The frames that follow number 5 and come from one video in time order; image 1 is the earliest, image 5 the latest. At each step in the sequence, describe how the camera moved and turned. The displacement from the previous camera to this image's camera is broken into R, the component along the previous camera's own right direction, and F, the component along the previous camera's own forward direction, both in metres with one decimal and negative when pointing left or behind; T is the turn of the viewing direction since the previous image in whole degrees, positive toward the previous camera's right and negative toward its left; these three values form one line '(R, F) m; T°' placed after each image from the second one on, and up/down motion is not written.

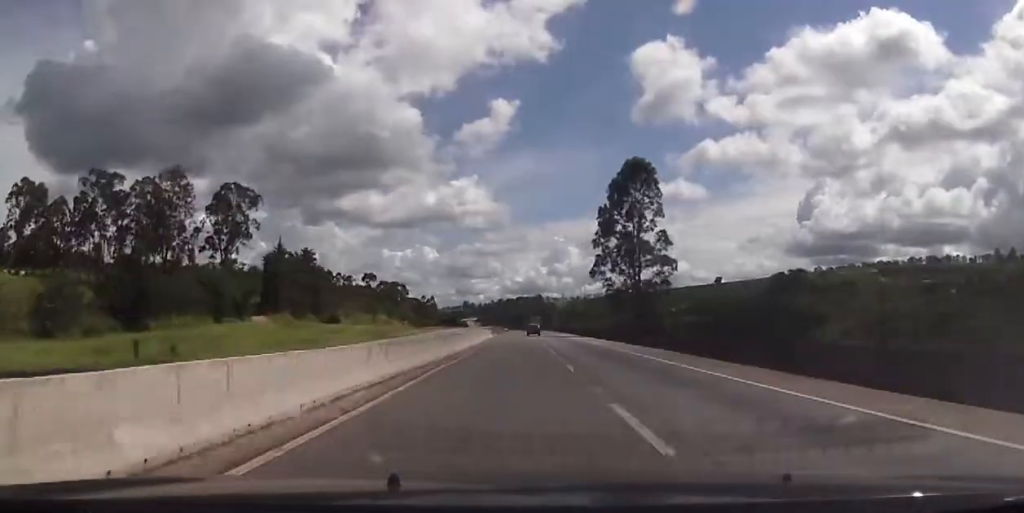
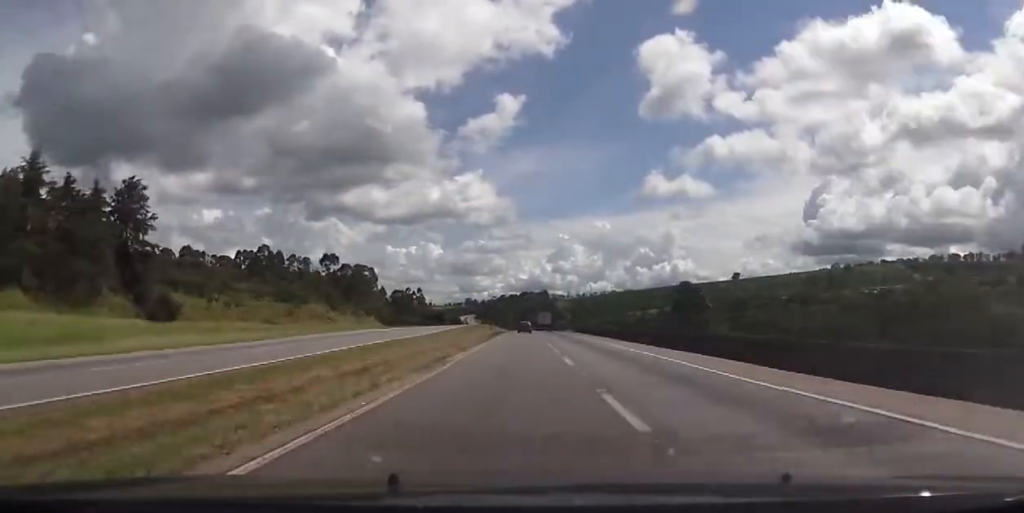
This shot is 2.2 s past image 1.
(-0.1, +84.9) m; 0°
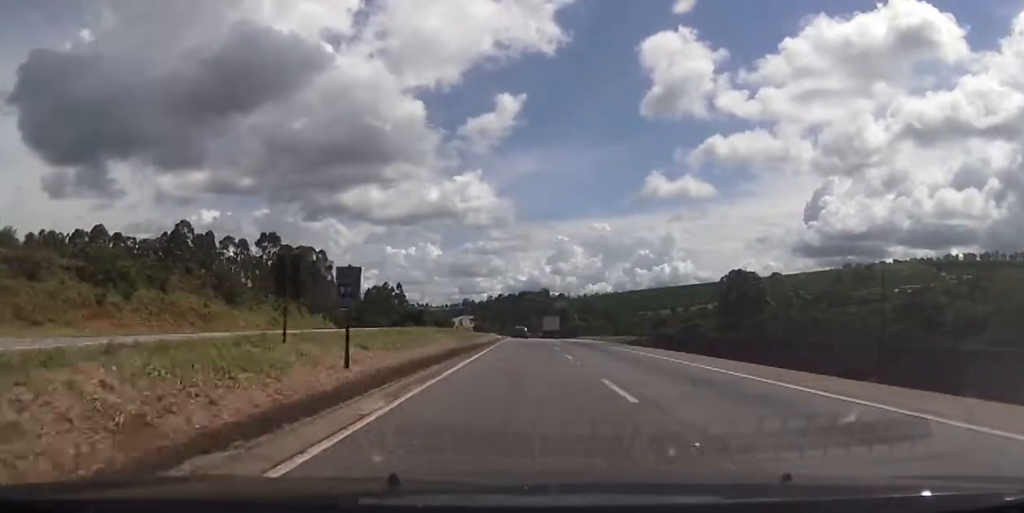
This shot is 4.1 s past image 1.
(-0.8, +70.4) m; -1°
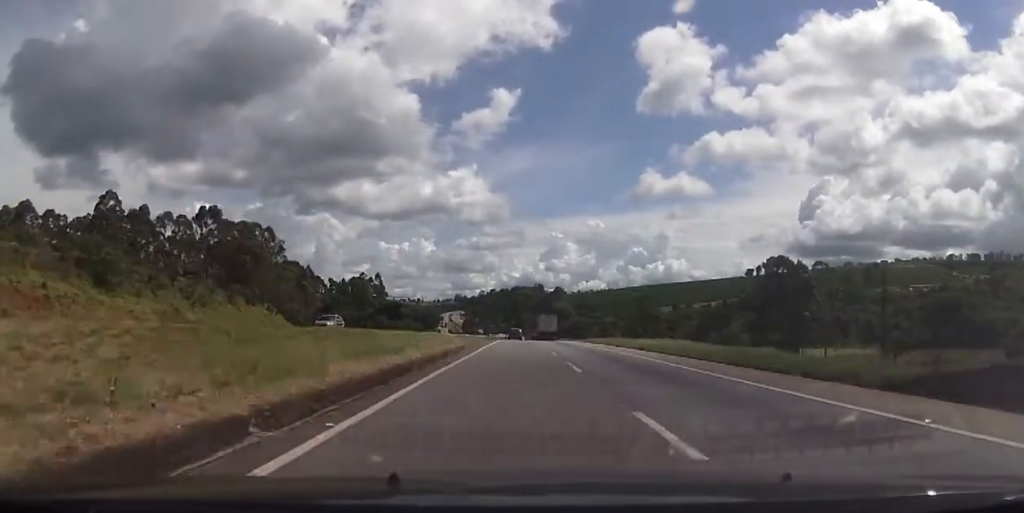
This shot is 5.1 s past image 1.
(-0.1, +39.9) m; -1°
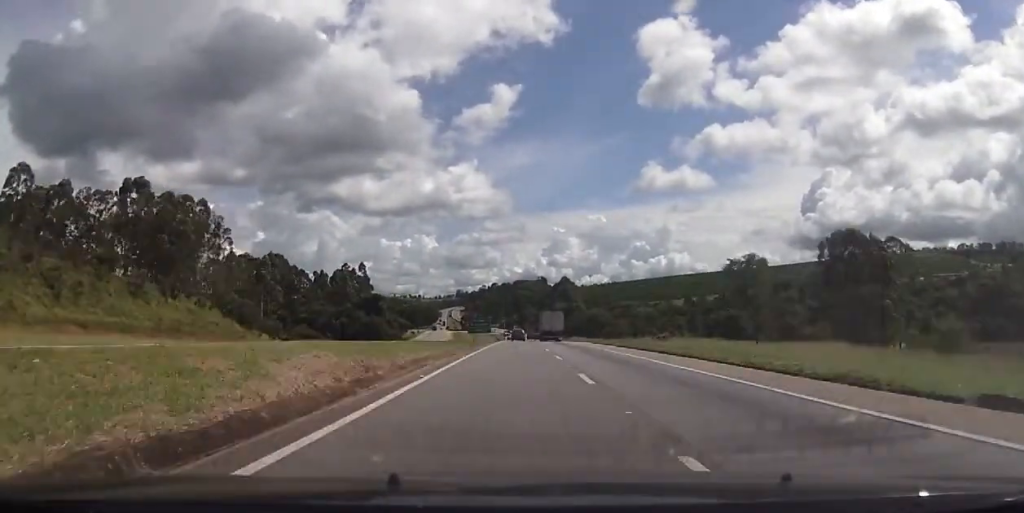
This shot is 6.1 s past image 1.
(-0.2, +38.6) m; +2°
